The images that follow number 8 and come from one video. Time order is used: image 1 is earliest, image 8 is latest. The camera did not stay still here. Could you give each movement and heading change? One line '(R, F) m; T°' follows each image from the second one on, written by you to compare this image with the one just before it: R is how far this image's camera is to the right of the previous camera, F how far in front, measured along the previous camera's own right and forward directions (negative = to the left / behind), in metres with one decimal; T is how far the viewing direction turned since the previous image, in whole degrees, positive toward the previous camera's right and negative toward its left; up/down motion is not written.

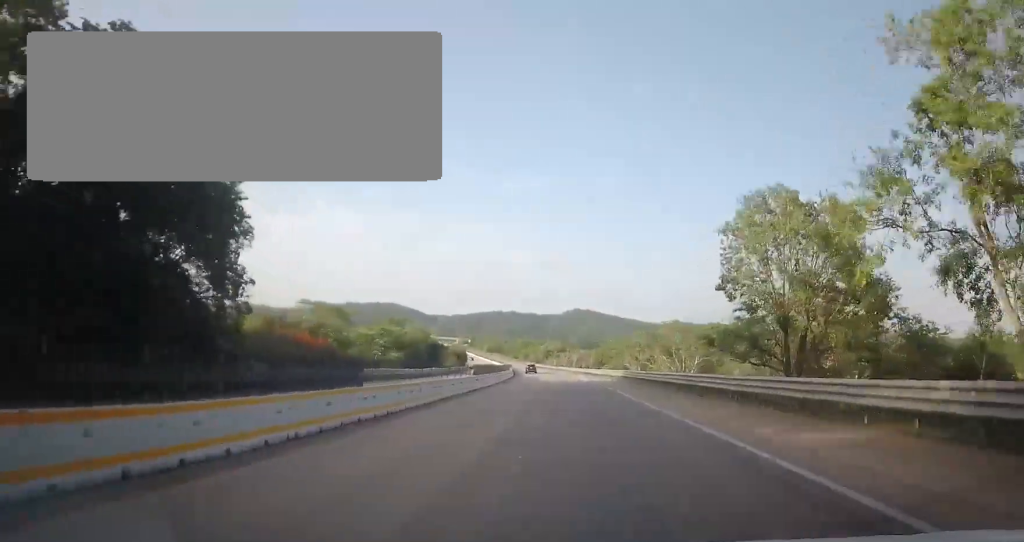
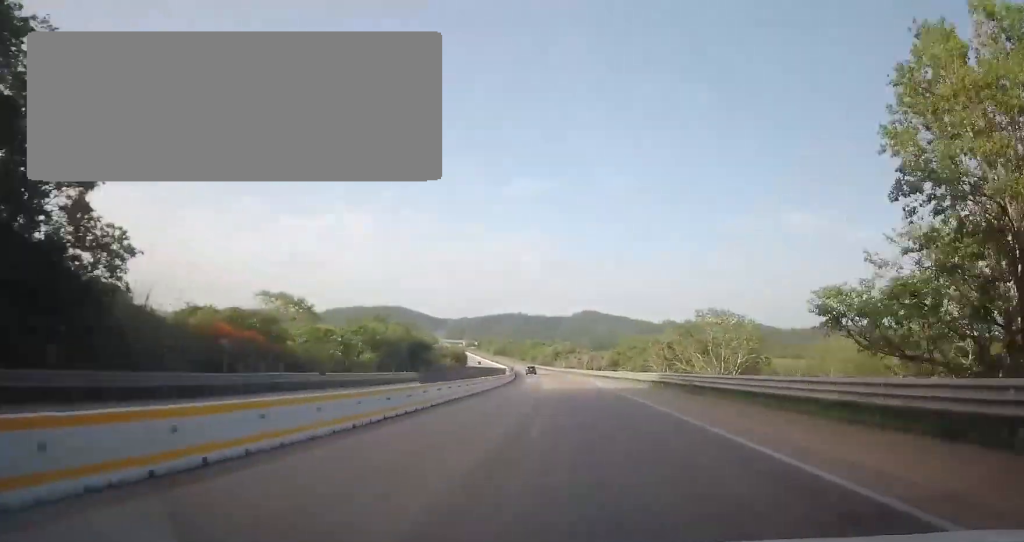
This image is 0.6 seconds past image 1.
(+0.1, +16.0) m; -1°
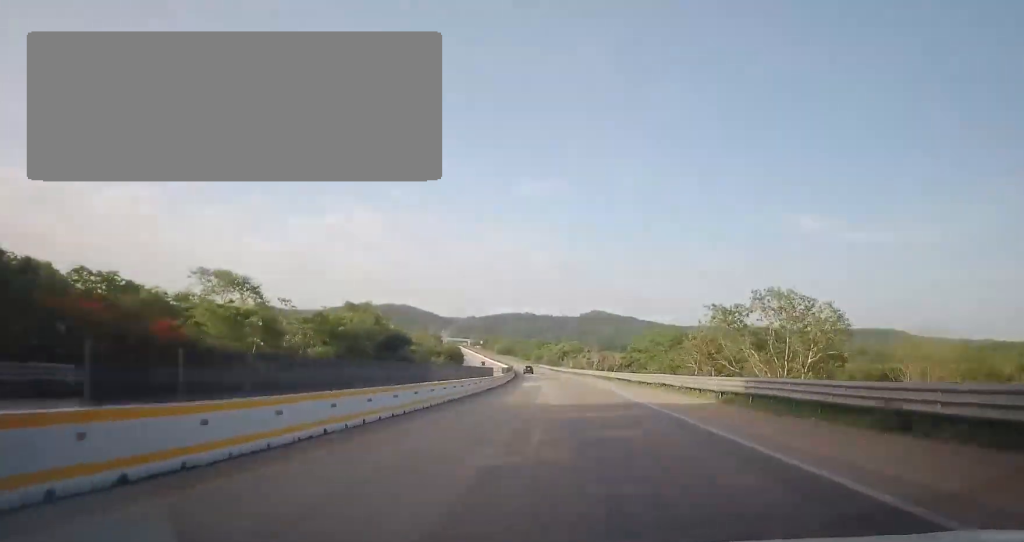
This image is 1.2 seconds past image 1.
(-0.4, +17.0) m; 0°
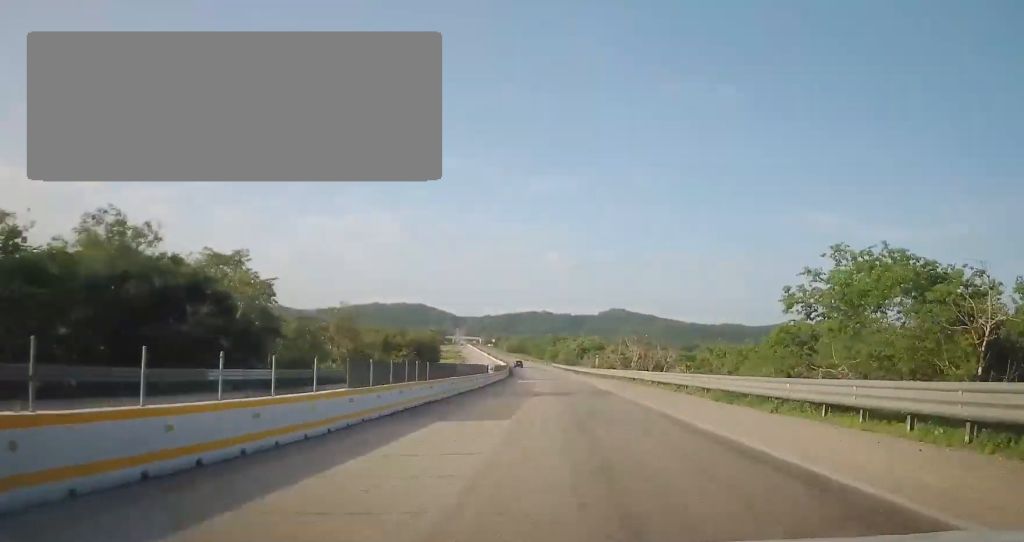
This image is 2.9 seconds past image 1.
(+0.2, +46.2) m; -1°
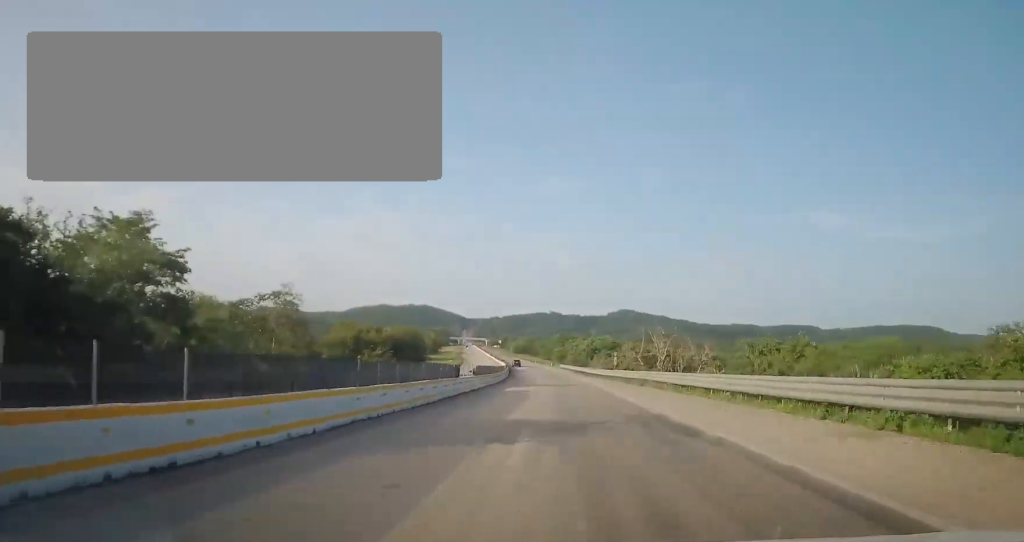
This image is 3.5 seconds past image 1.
(-0.1, +16.7) m; -2°
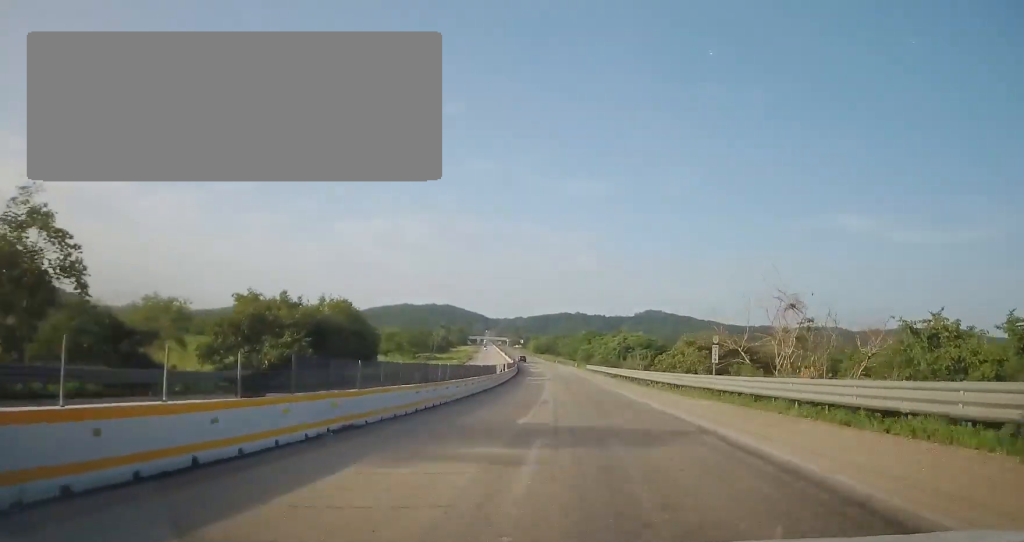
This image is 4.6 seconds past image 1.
(-0.9, +32.7) m; -2°
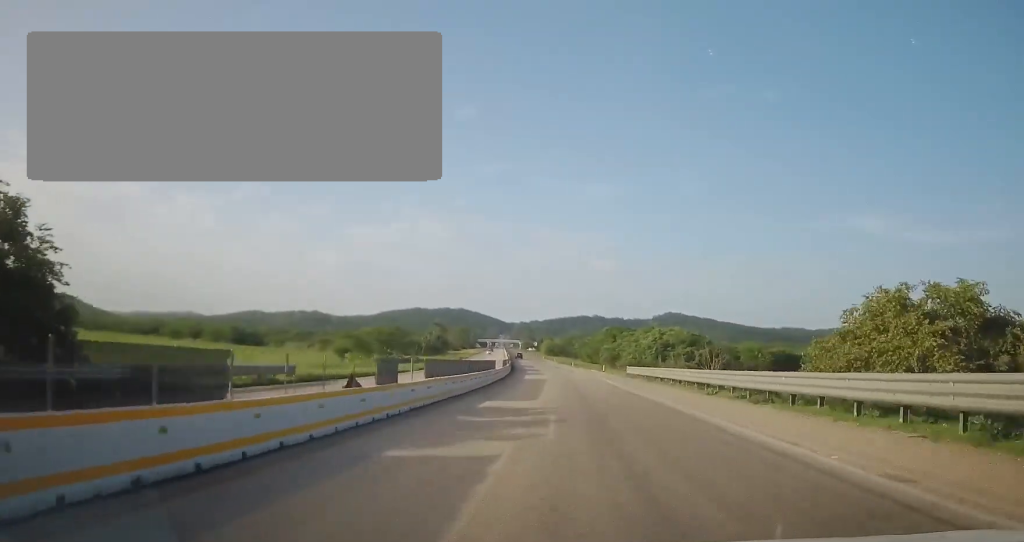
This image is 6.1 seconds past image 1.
(0.0, +41.8) m; -1°
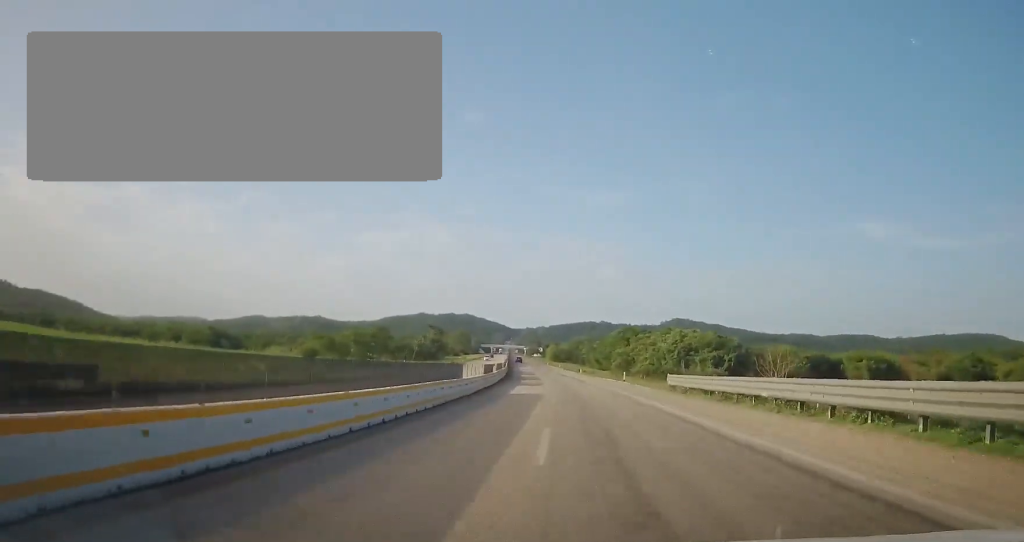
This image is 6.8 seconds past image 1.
(-0.1, +17.9) m; -1°
